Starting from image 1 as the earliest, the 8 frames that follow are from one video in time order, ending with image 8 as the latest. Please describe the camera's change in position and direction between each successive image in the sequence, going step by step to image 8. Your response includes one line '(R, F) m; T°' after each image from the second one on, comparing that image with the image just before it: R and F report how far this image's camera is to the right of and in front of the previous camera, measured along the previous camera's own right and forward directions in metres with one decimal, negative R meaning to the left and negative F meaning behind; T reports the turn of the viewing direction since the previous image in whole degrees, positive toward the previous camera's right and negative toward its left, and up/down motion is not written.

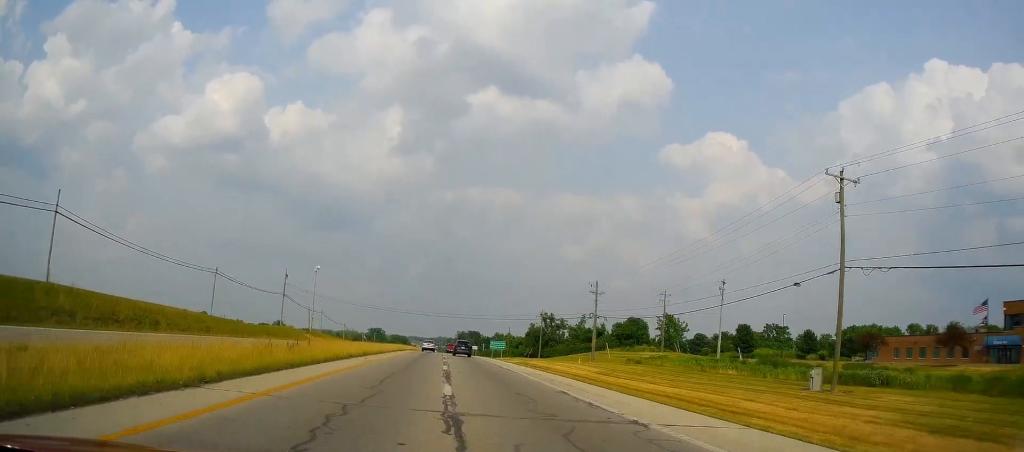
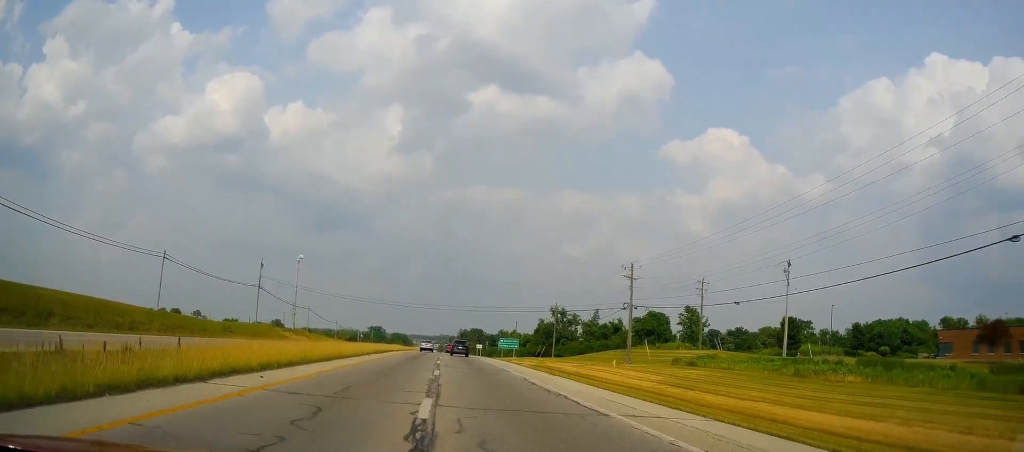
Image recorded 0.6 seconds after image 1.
(-0.3, +17.3) m; 0°
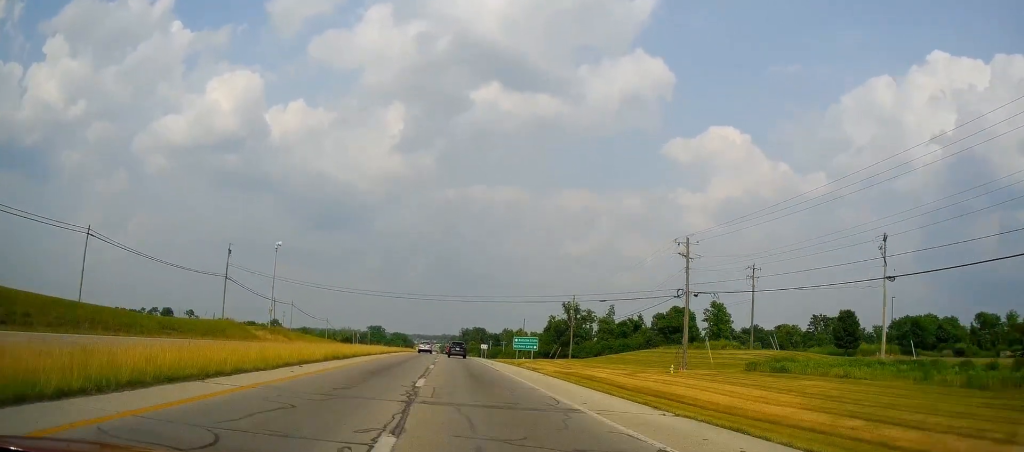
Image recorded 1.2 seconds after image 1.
(+0.4, +17.2) m; 0°
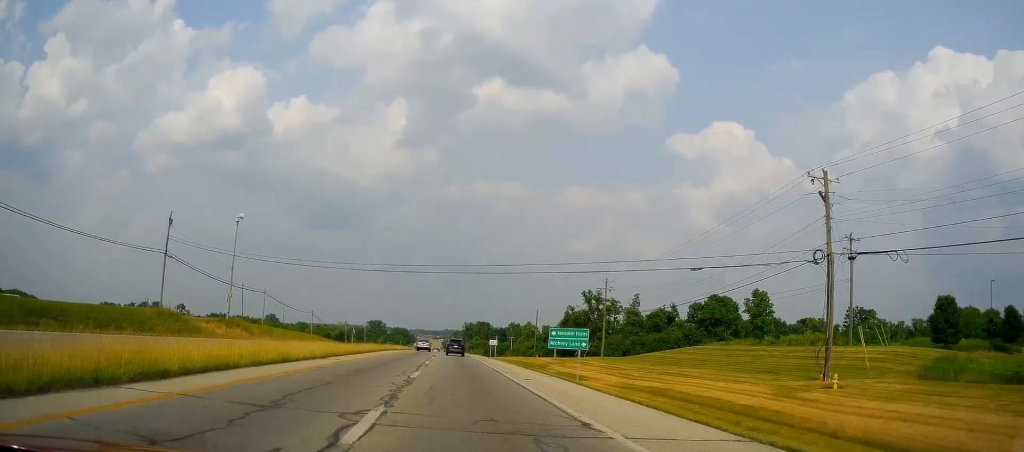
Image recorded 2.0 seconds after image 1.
(+0.1, +21.9) m; 0°
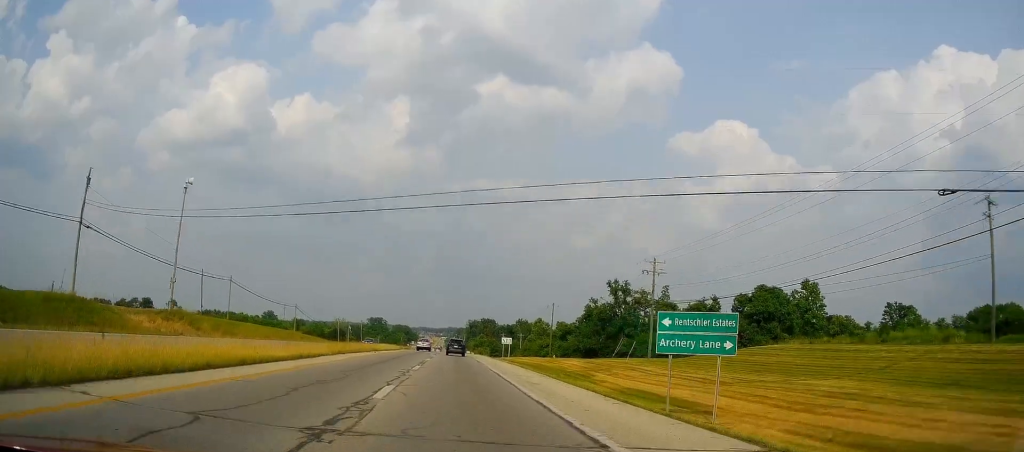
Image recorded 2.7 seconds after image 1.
(-0.6, +20.0) m; 0°
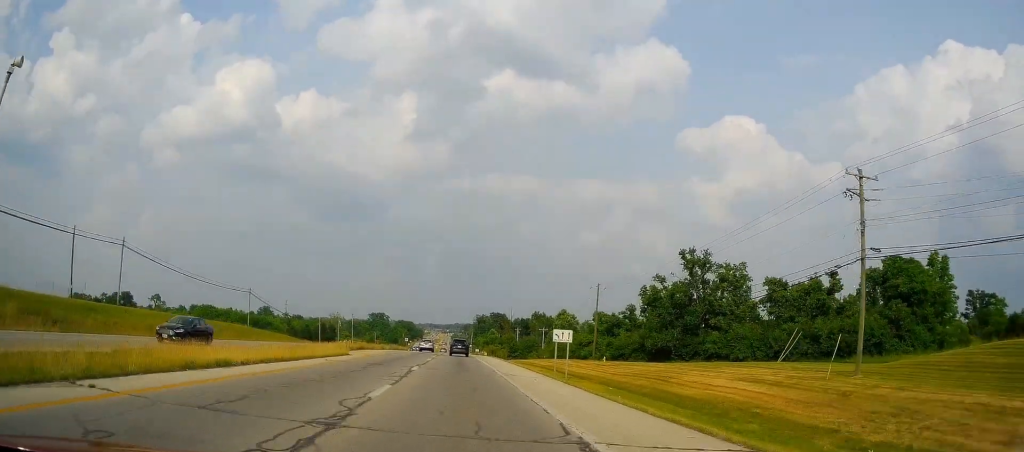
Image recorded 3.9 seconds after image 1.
(+0.4, +36.2) m; 0°
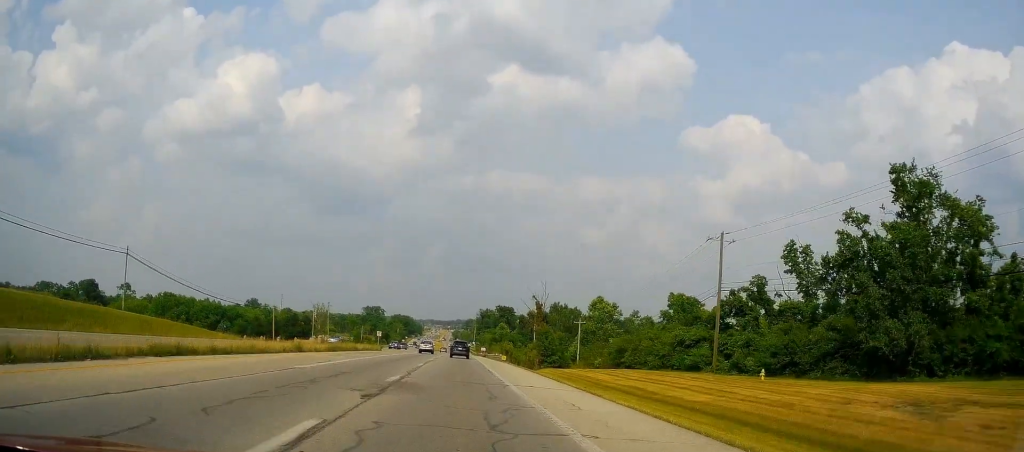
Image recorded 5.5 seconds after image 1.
(-0.2, +43.5) m; +1°
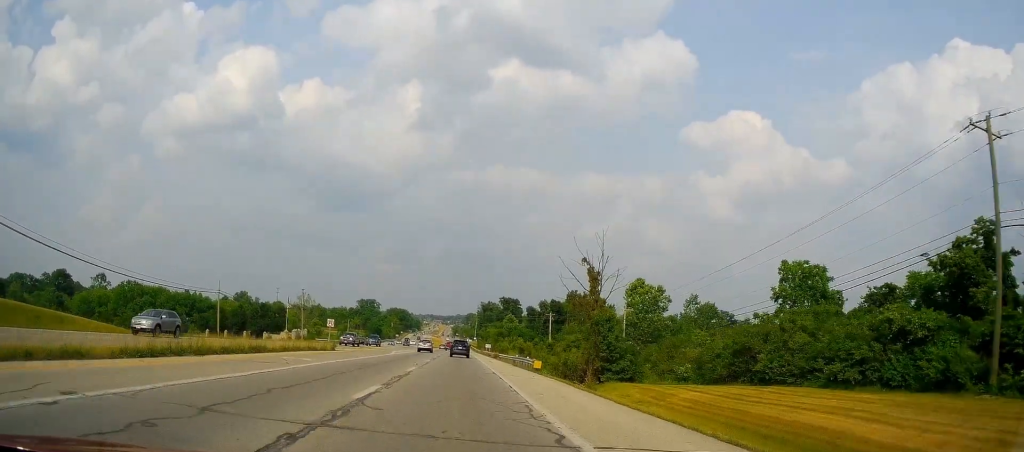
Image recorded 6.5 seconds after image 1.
(+0.2, +29.6) m; 0°
